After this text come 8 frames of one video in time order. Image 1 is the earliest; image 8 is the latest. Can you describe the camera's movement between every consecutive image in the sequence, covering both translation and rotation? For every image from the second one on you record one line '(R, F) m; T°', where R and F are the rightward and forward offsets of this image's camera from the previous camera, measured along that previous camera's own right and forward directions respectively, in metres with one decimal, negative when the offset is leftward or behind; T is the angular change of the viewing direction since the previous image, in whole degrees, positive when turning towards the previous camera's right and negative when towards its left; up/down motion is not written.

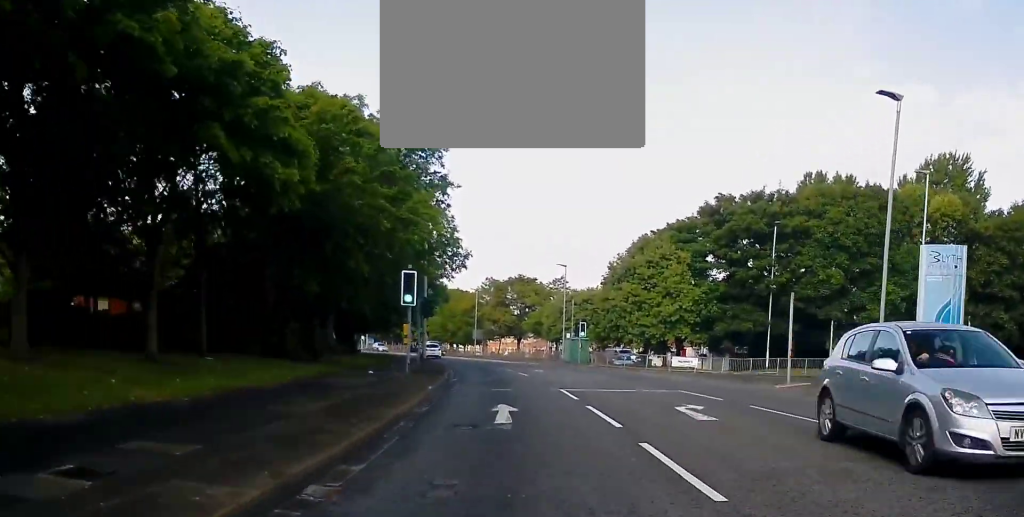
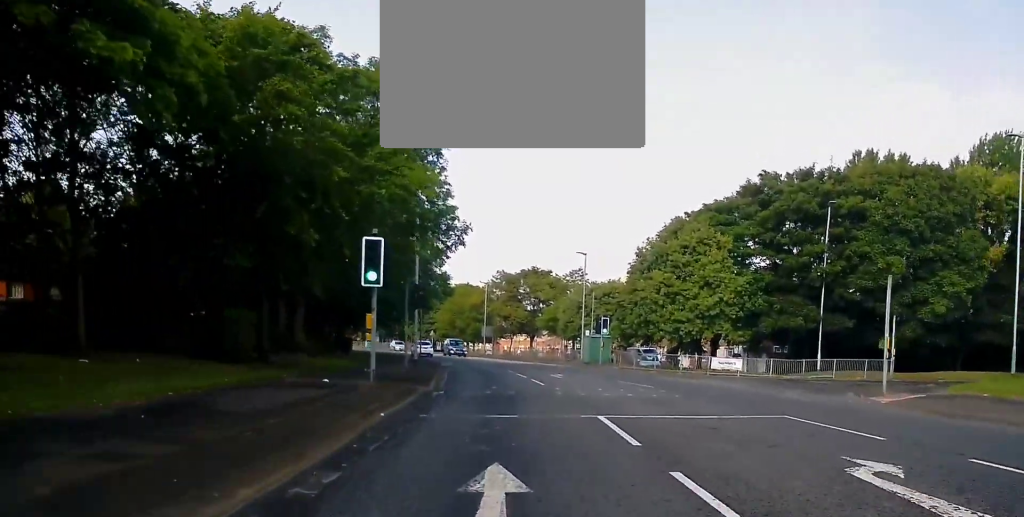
(+0.1, +8.1) m; 0°
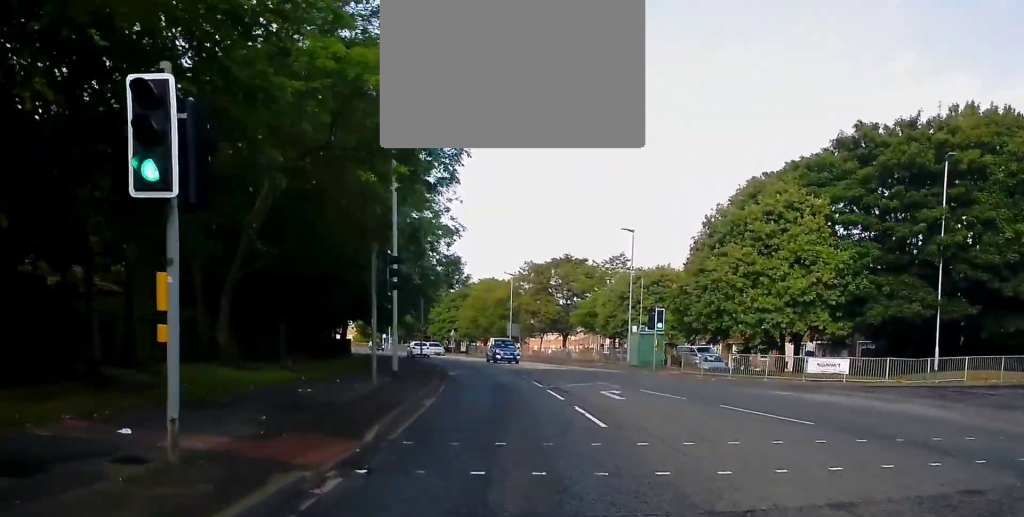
(+0.3, +11.6) m; -2°
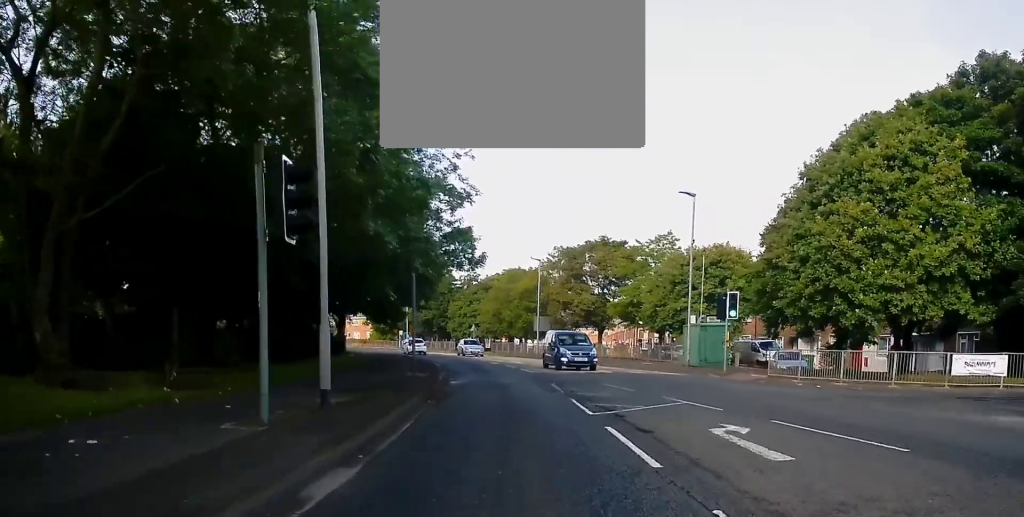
(-0.6, +10.4) m; -4°
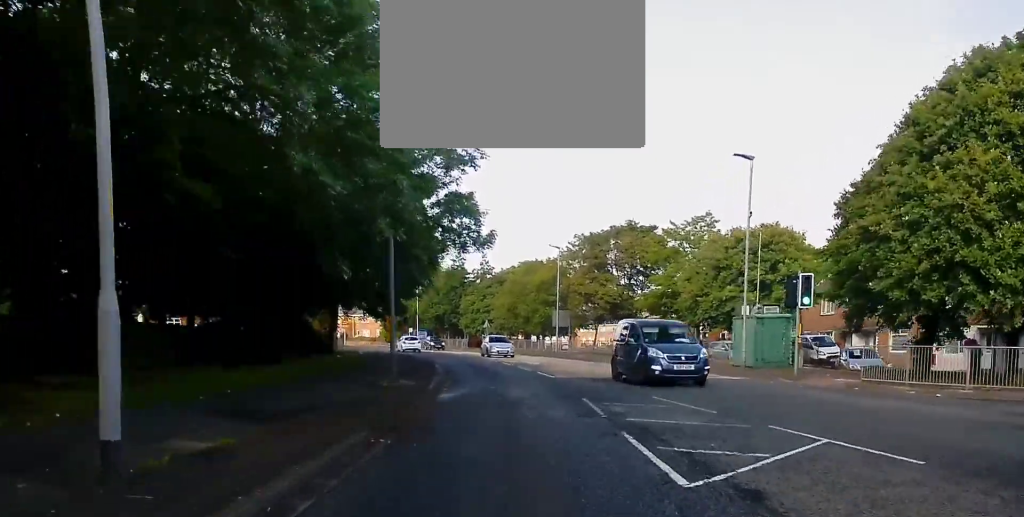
(+0.1, +7.0) m; -1°
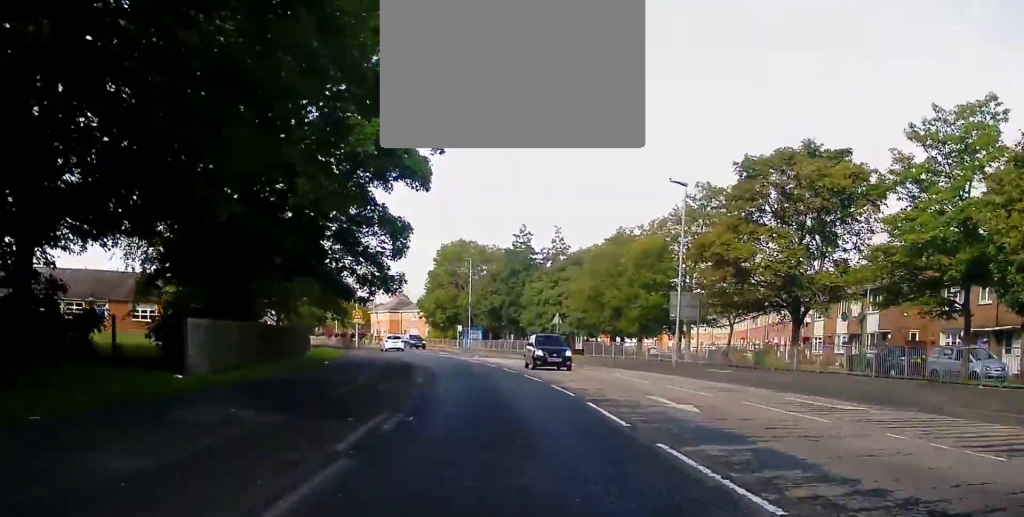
(-0.7, +25.6) m; -4°
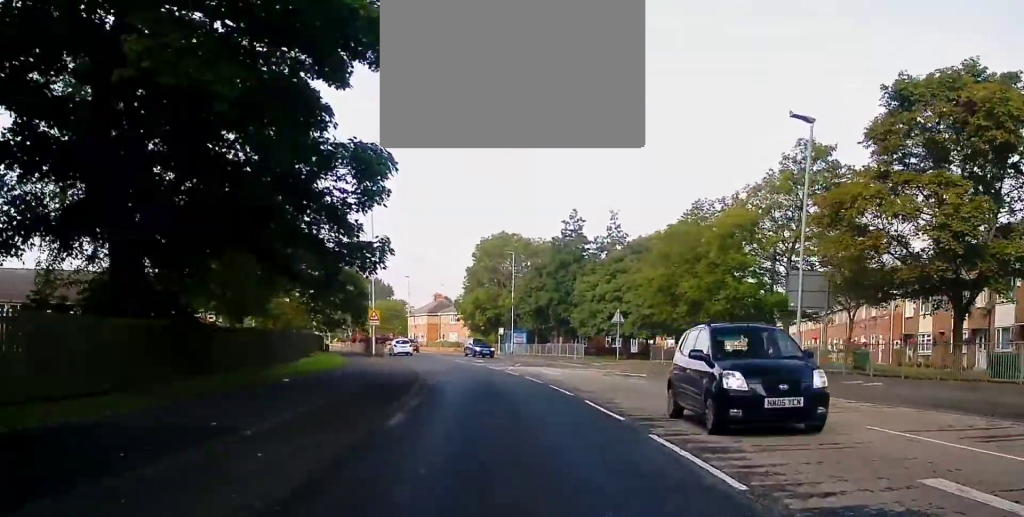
(-0.5, +11.0) m; -4°
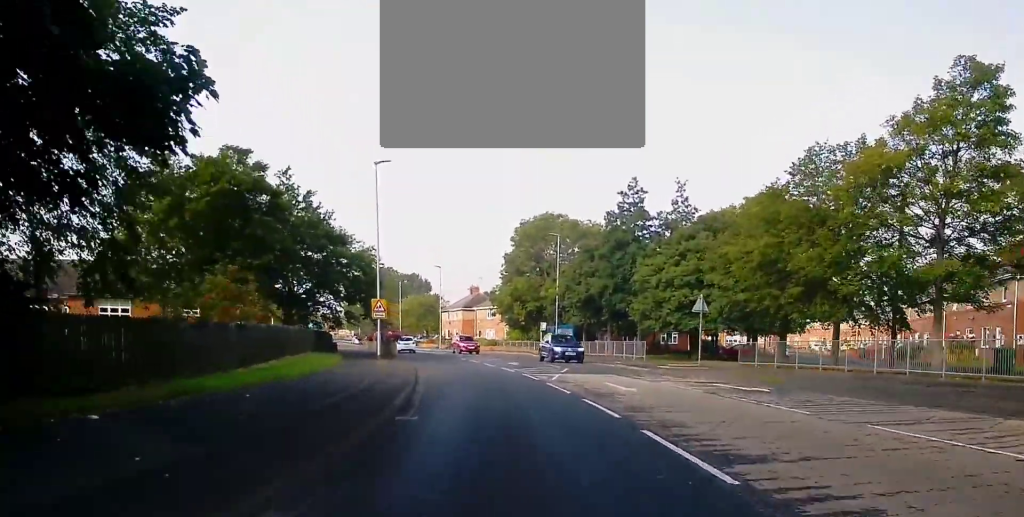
(-0.4, +11.8) m; -3°
